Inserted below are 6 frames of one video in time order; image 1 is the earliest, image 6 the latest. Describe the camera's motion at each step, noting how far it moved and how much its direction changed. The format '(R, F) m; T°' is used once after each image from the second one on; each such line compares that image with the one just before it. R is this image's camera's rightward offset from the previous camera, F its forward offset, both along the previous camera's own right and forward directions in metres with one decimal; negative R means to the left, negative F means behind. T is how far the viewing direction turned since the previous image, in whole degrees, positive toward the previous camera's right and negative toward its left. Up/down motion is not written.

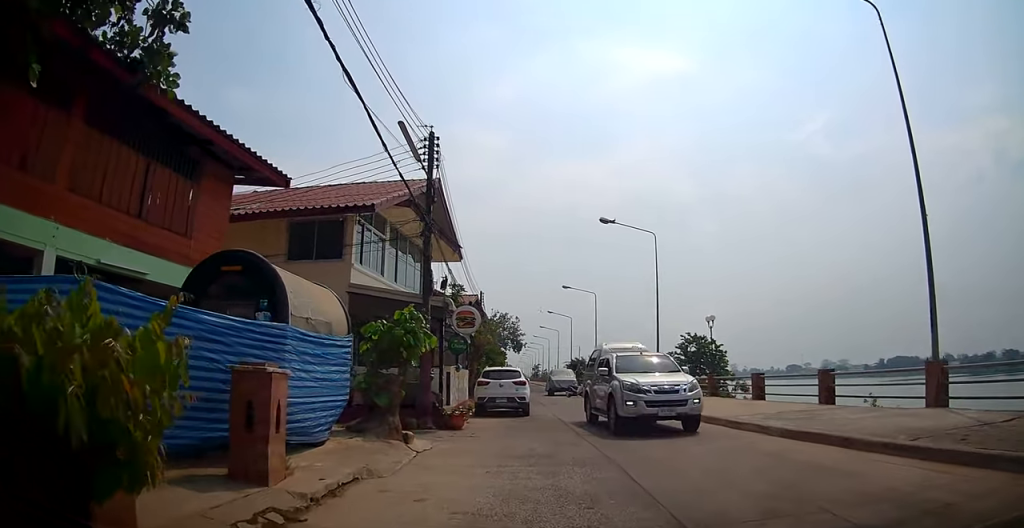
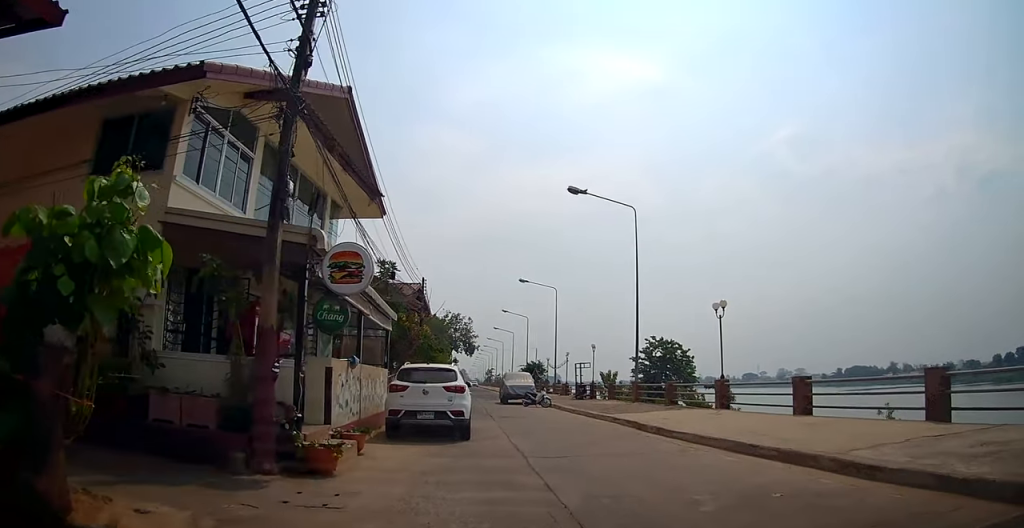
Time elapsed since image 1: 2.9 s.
(+0.4, +5.5) m; +6°
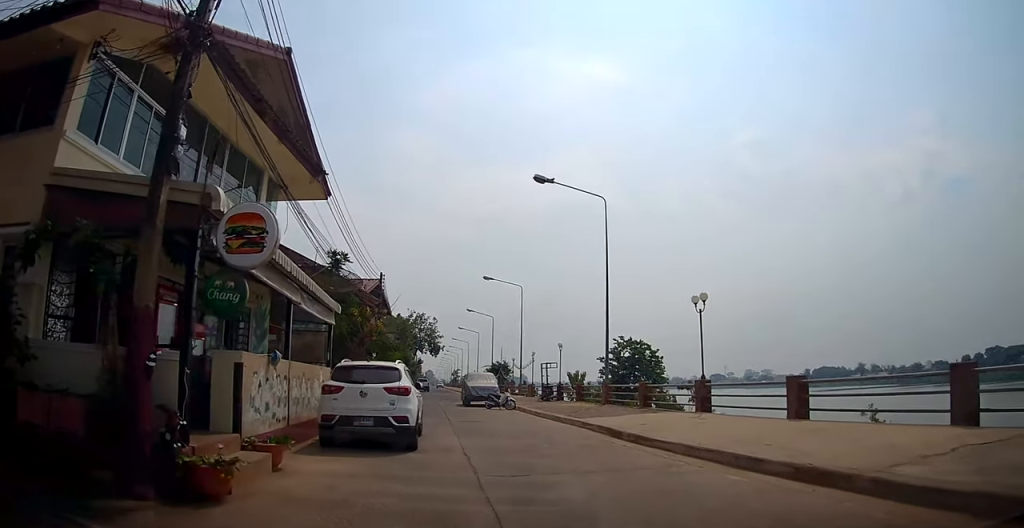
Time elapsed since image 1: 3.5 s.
(0.0, +1.2) m; +4°
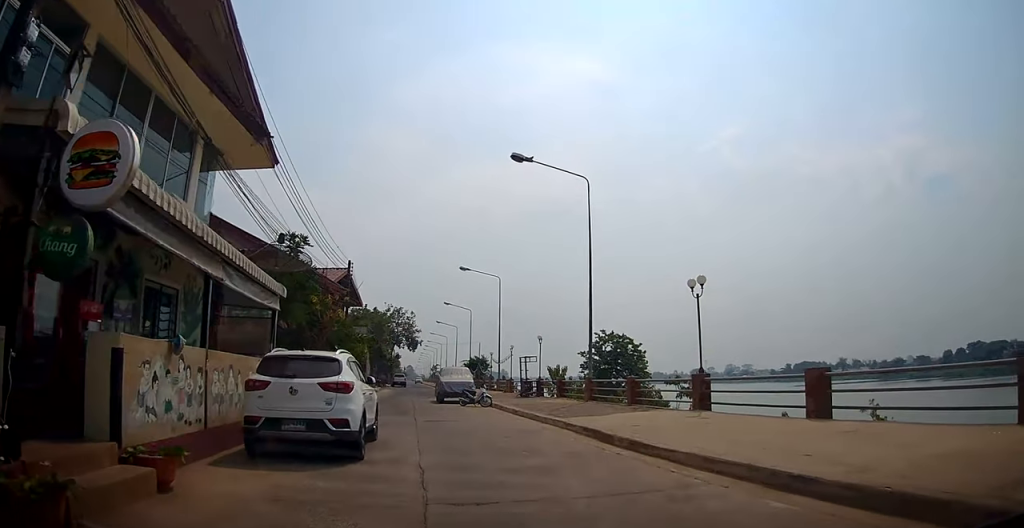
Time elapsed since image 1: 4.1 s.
(+0.1, +1.3) m; +1°
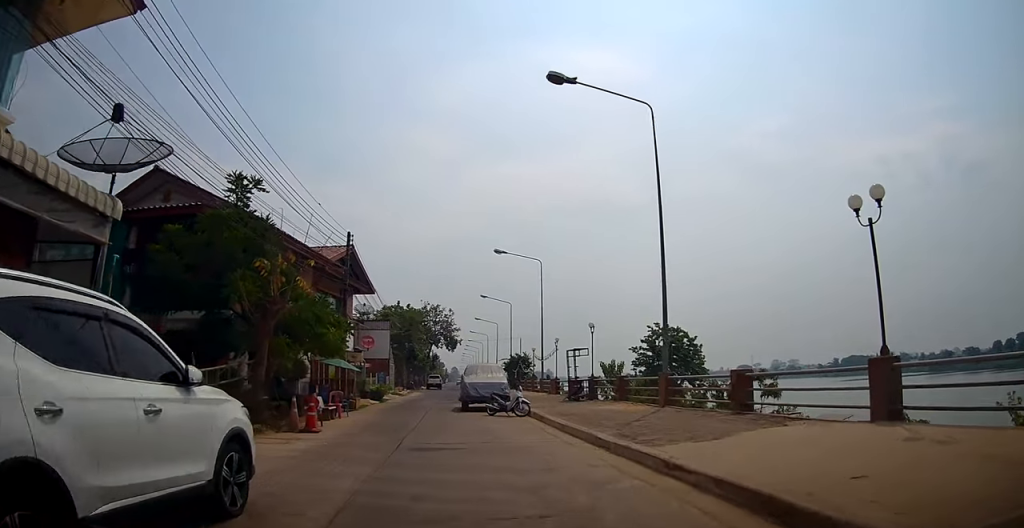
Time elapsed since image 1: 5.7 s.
(-0.2, +4.4) m; -4°
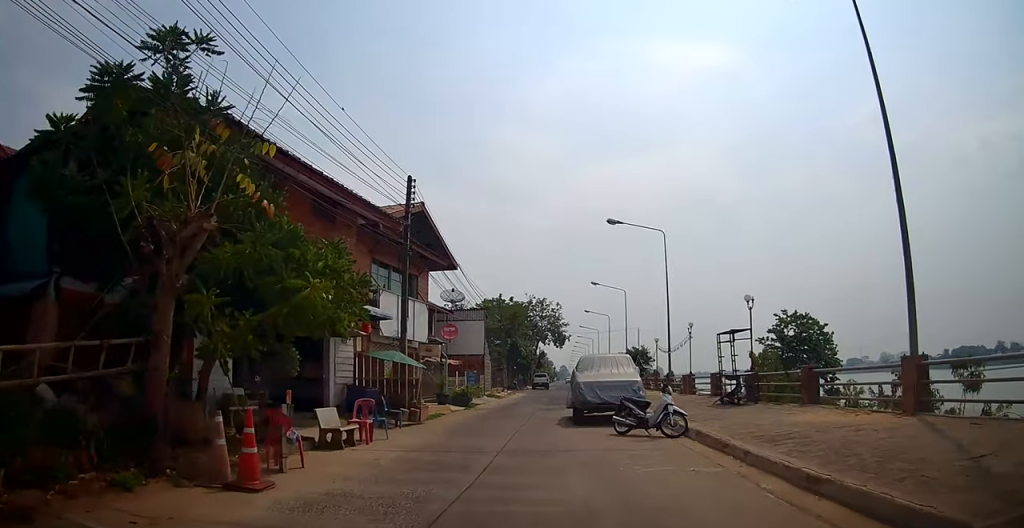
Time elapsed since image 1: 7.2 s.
(-0.3, +5.5) m; -8°
